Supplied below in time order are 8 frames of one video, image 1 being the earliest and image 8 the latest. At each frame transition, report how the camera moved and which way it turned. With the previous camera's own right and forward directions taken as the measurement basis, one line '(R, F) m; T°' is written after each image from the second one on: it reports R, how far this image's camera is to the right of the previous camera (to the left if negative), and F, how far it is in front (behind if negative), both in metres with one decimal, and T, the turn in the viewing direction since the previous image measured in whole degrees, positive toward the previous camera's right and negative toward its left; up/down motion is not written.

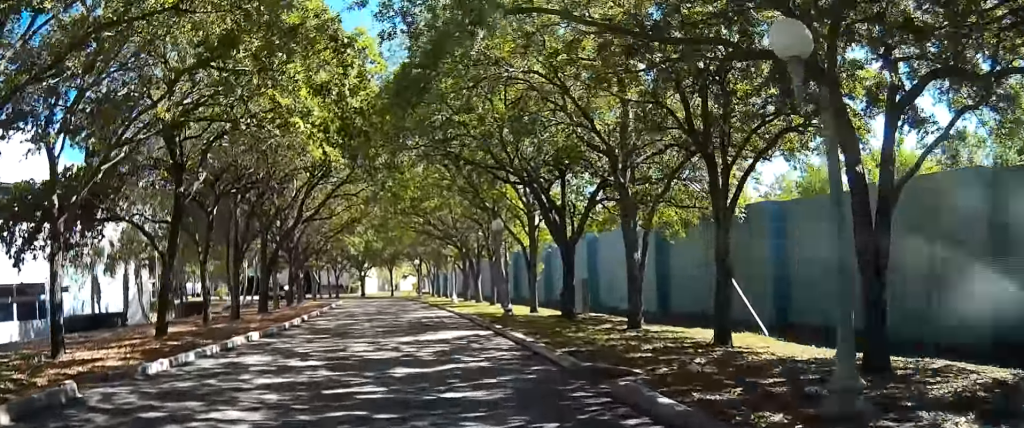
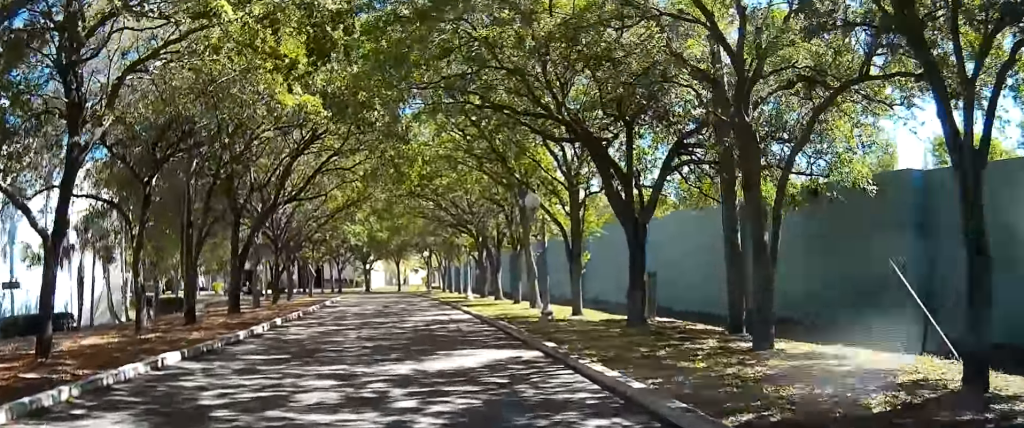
(0.0, +7.0) m; -1°
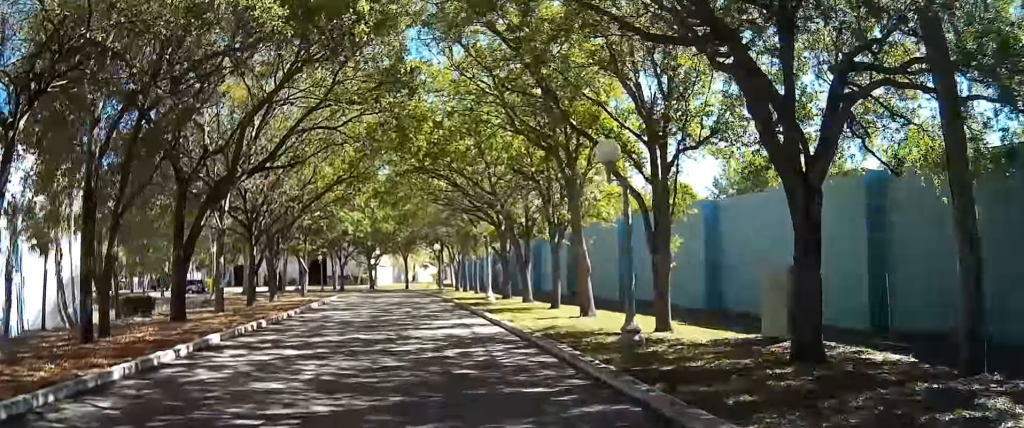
(-0.1, +7.6) m; -2°
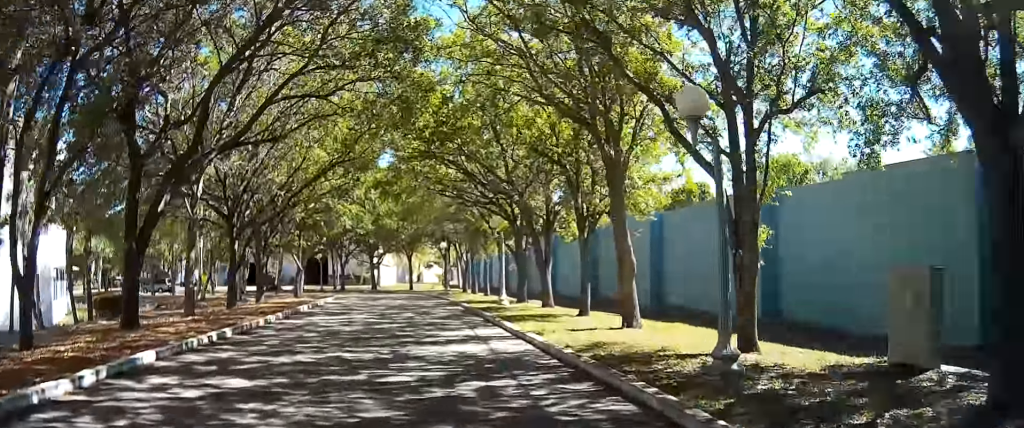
(0.0, +4.0) m; -1°
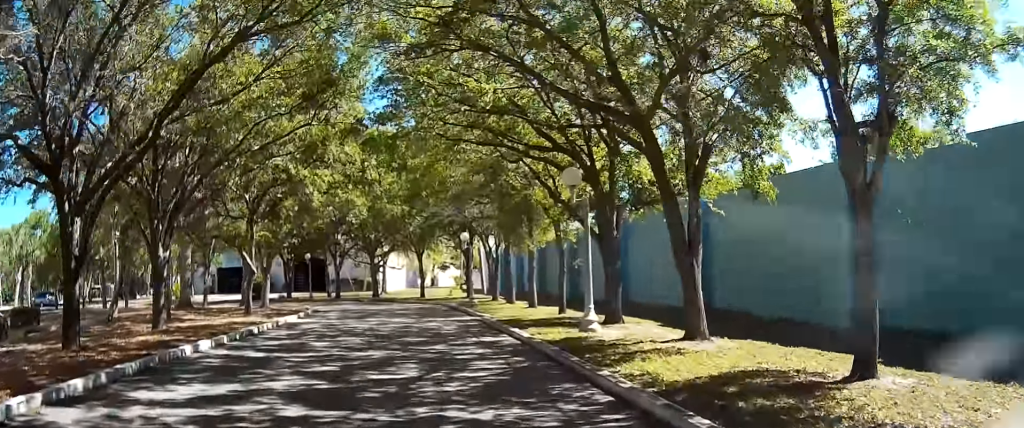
(-0.5, +14.4) m; -5°
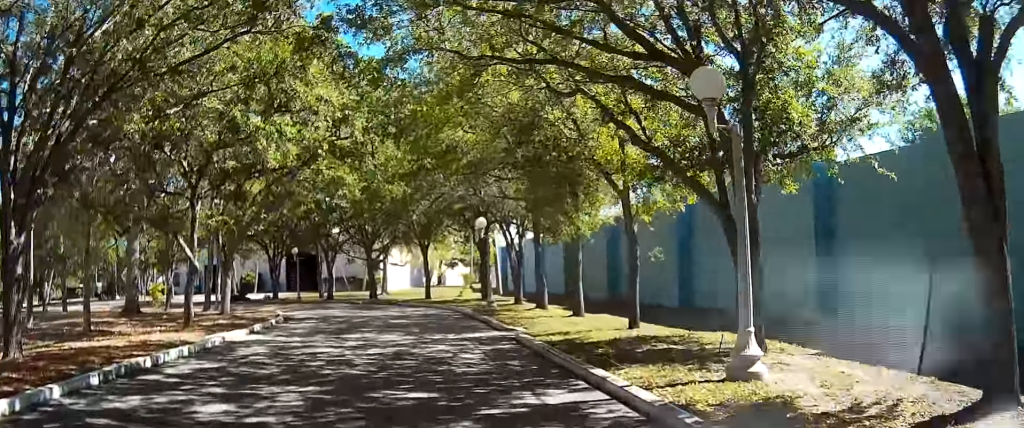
(-0.2, +8.0) m; -4°
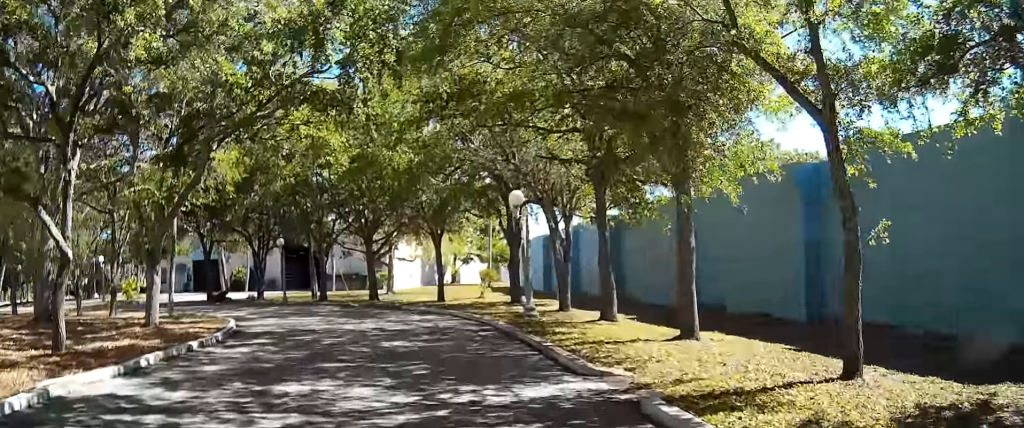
(-0.5, +8.6) m; -3°
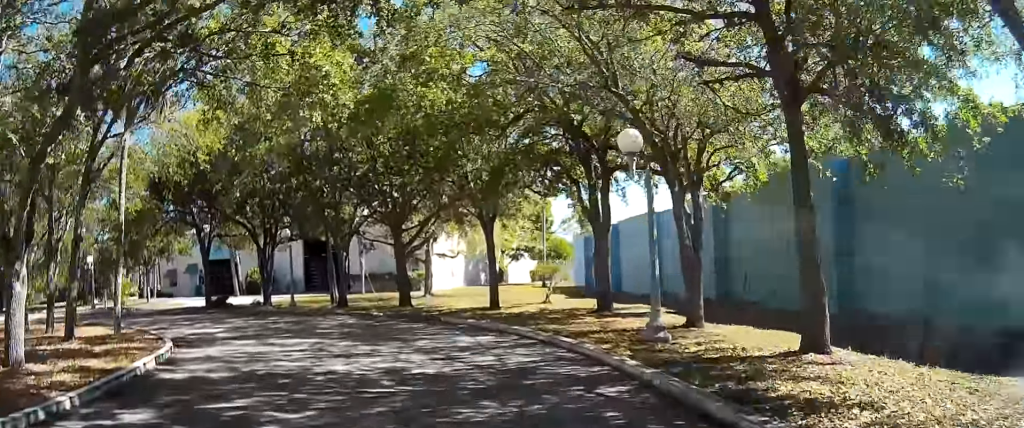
(0.0, +9.1) m; -2°
